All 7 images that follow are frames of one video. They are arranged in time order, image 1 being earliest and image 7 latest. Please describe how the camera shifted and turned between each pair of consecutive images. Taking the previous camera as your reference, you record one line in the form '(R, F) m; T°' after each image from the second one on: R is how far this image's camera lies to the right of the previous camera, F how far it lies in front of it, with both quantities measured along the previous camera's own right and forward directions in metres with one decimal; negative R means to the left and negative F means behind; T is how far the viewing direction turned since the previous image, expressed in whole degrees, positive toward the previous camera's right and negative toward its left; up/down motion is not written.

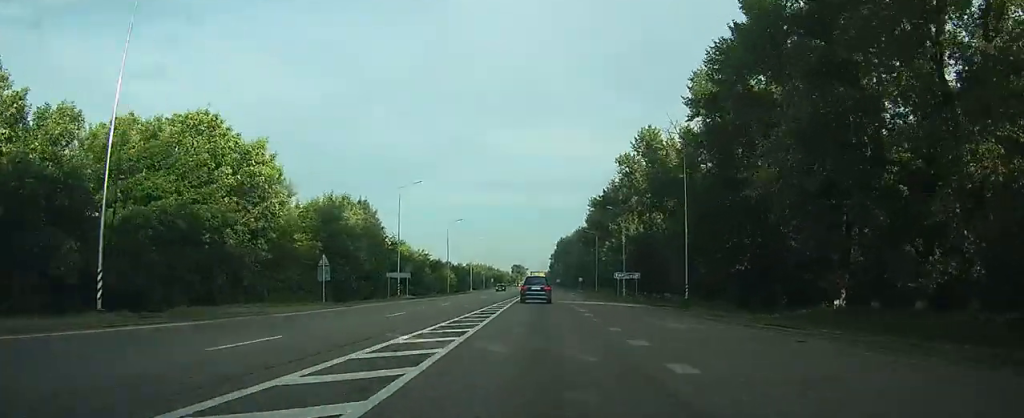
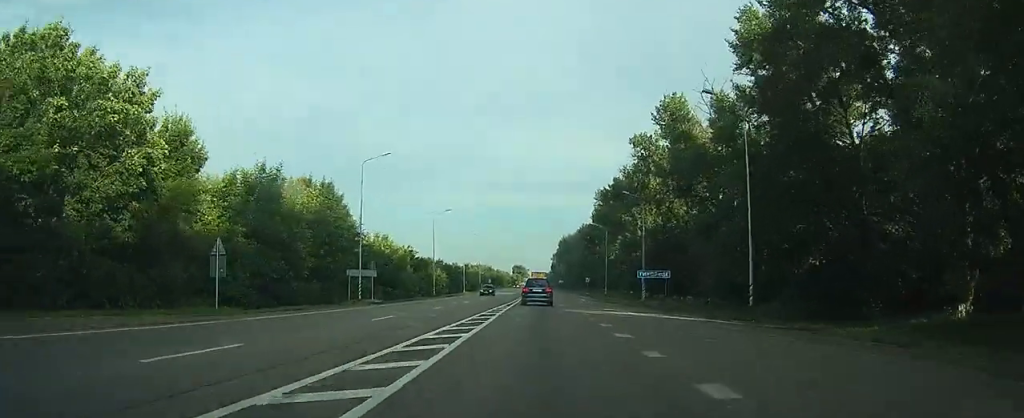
(+0.2, +13.1) m; 0°
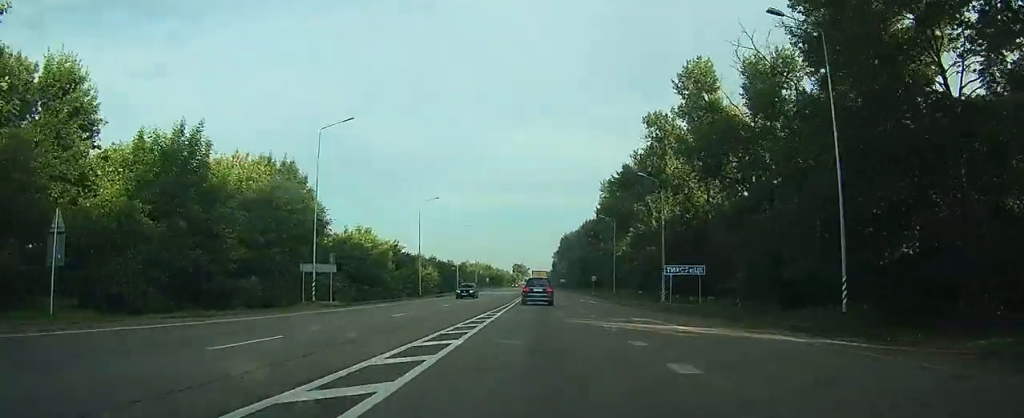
(0.0, +9.3) m; 0°
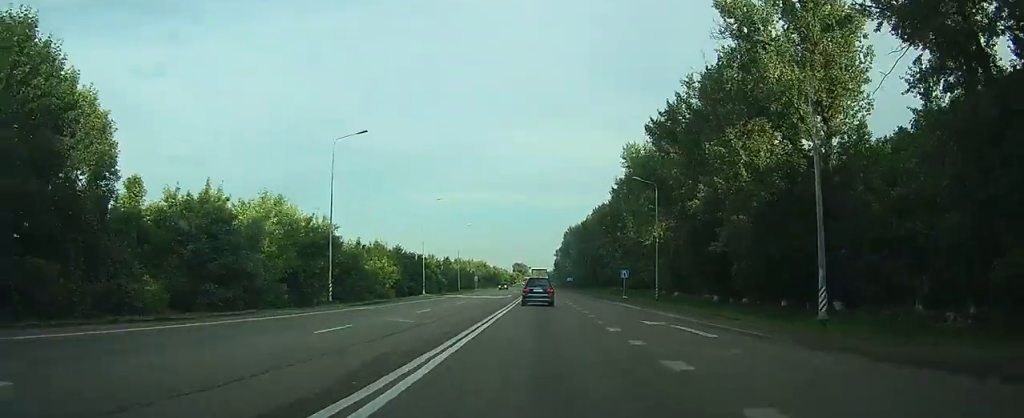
(-0.2, +27.5) m; -1°
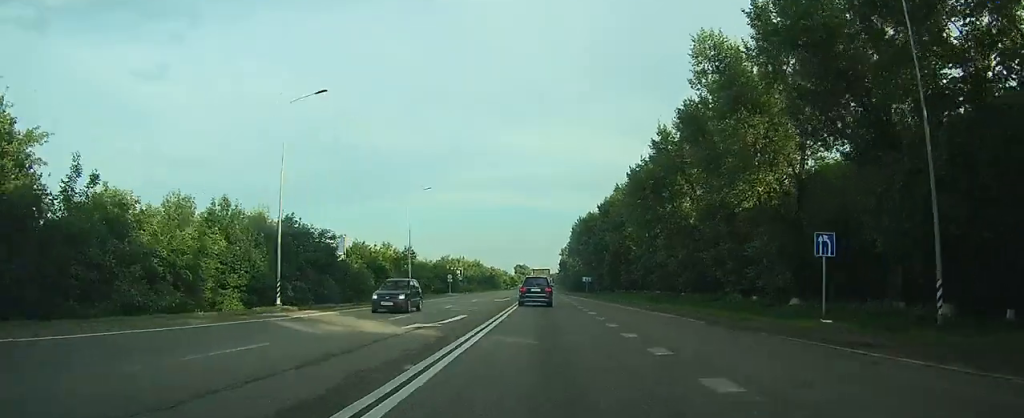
(0.0, +41.7) m; 0°
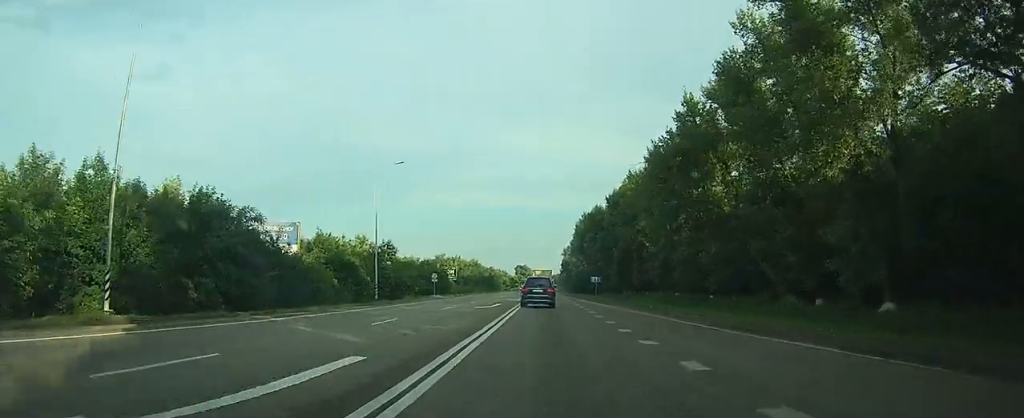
(0.0, +16.0) m; 0°
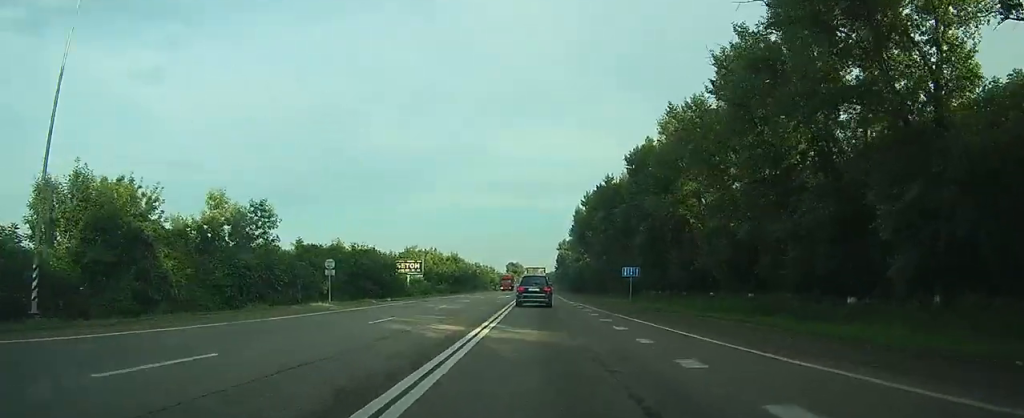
(-0.4, +40.6) m; -1°
